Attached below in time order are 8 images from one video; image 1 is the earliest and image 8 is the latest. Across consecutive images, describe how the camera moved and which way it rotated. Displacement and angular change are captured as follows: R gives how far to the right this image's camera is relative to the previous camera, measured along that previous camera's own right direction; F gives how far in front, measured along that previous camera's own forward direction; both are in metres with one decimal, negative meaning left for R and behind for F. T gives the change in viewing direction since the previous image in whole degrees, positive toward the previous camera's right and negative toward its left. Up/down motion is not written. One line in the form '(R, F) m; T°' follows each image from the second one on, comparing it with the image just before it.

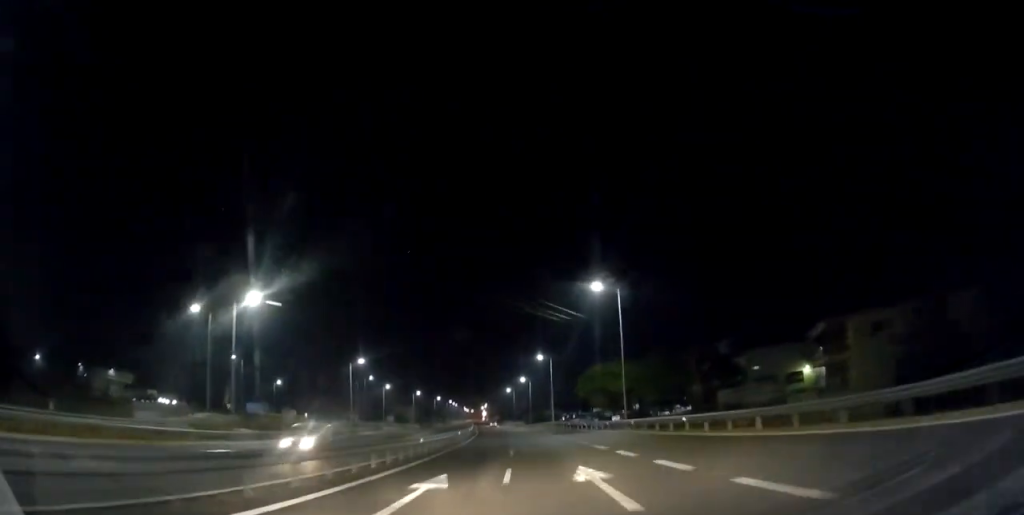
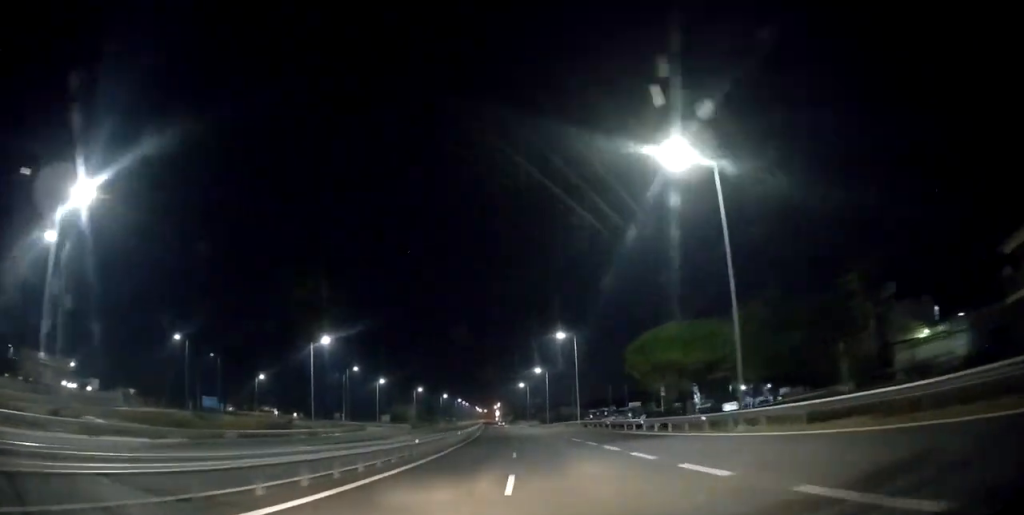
(-0.1, +24.9) m; -1°
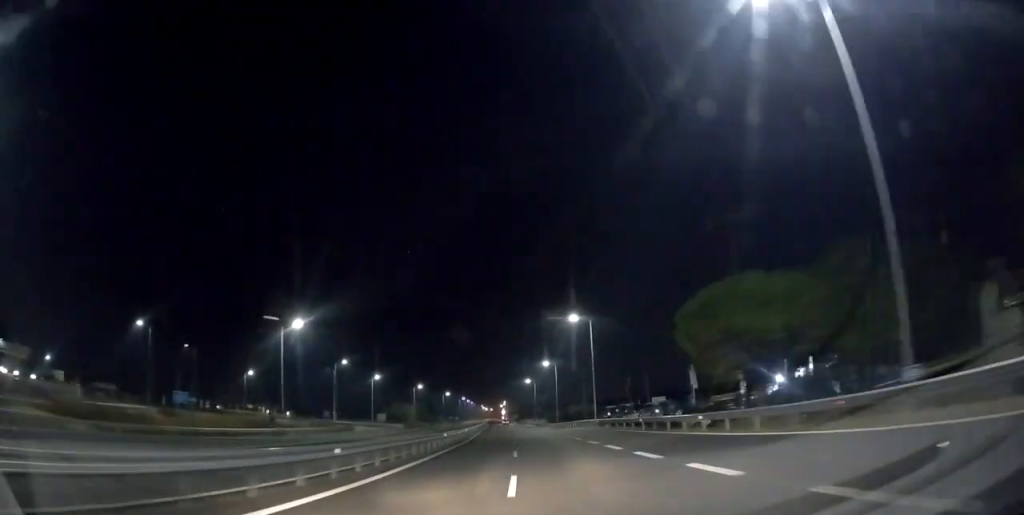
(-0.1, +11.6) m; -1°
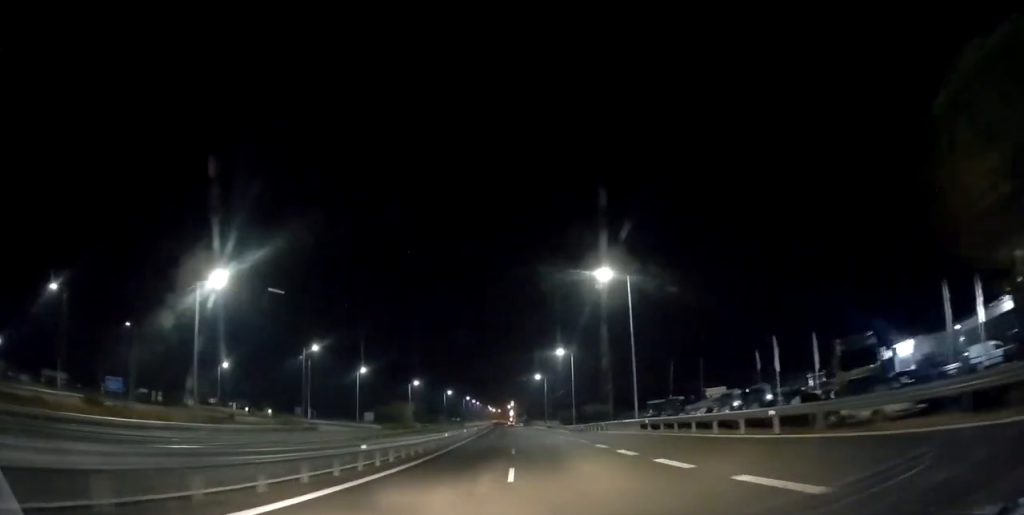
(-0.1, +19.7) m; -1°
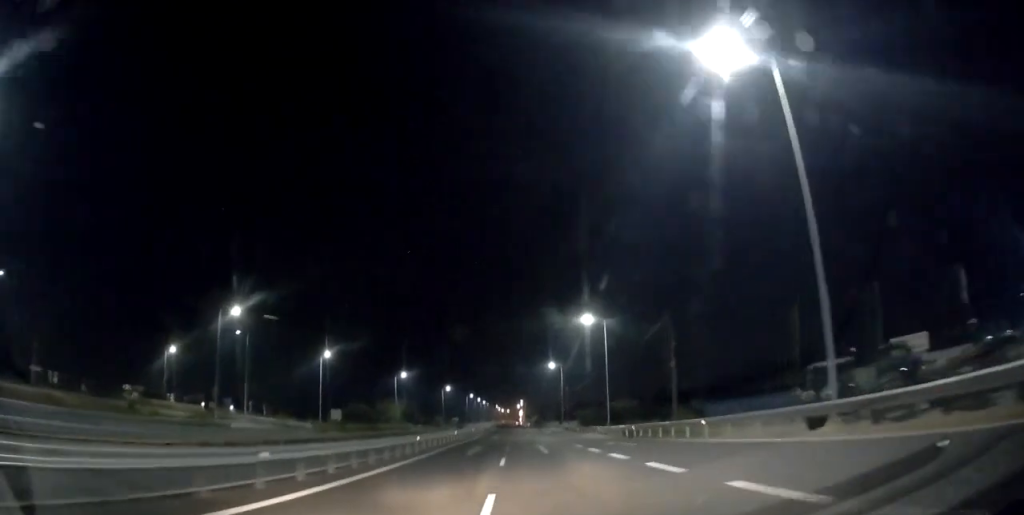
(-0.6, +28.4) m; -1°
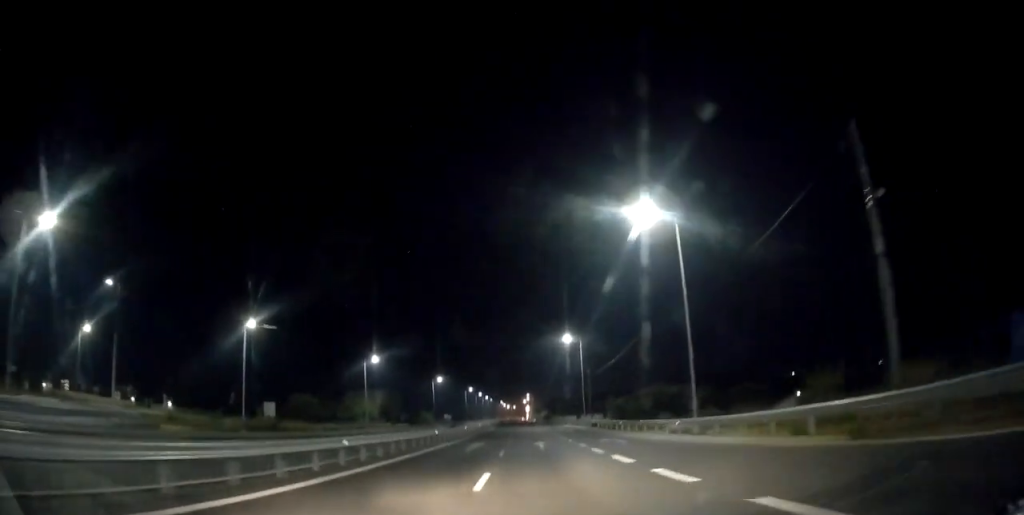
(+0.1, +29.5) m; -1°
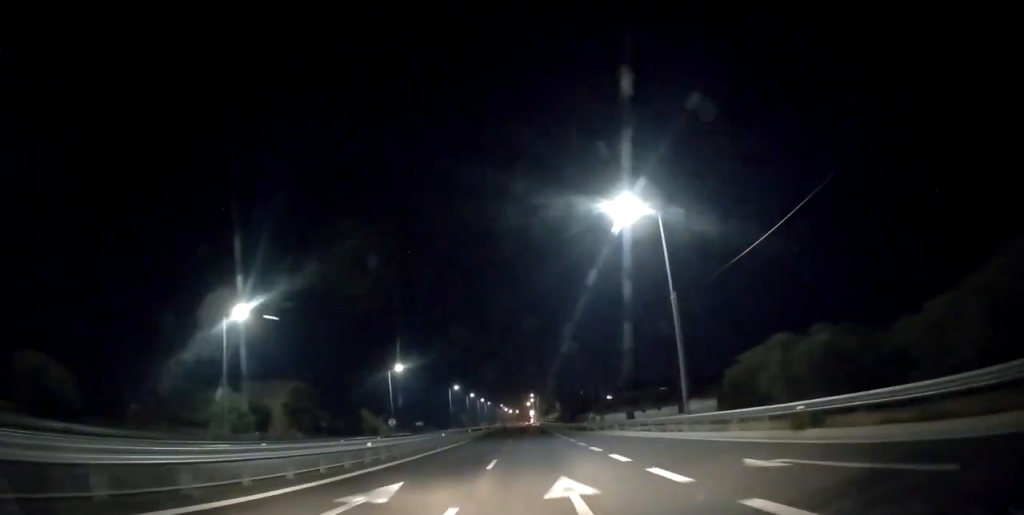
(+0.1, +50.7) m; 0°
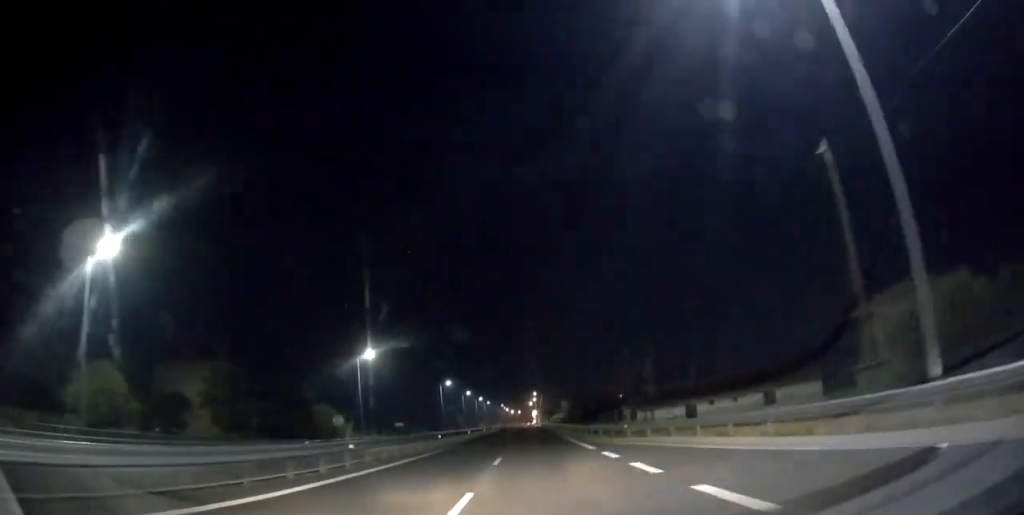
(-0.5, +20.8) m; -1°
